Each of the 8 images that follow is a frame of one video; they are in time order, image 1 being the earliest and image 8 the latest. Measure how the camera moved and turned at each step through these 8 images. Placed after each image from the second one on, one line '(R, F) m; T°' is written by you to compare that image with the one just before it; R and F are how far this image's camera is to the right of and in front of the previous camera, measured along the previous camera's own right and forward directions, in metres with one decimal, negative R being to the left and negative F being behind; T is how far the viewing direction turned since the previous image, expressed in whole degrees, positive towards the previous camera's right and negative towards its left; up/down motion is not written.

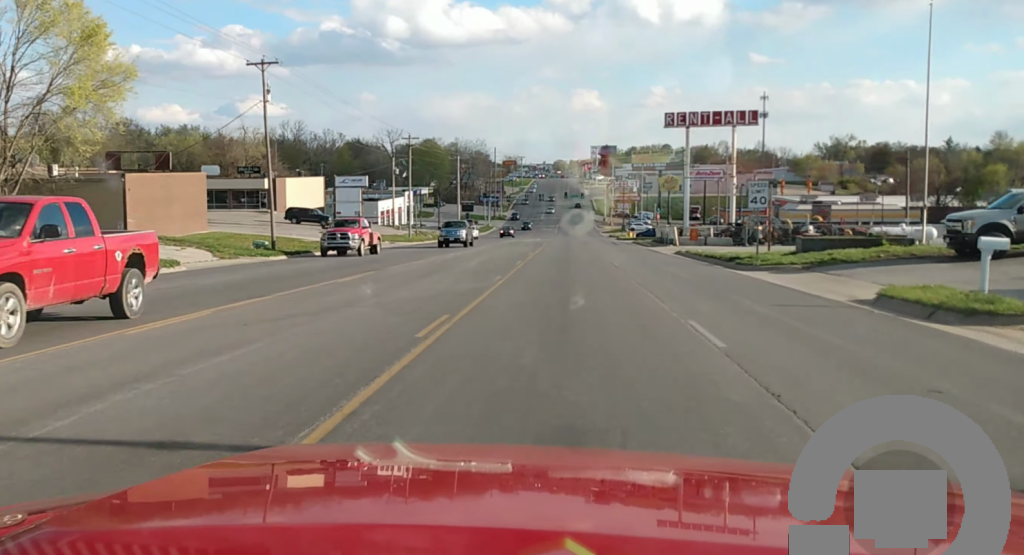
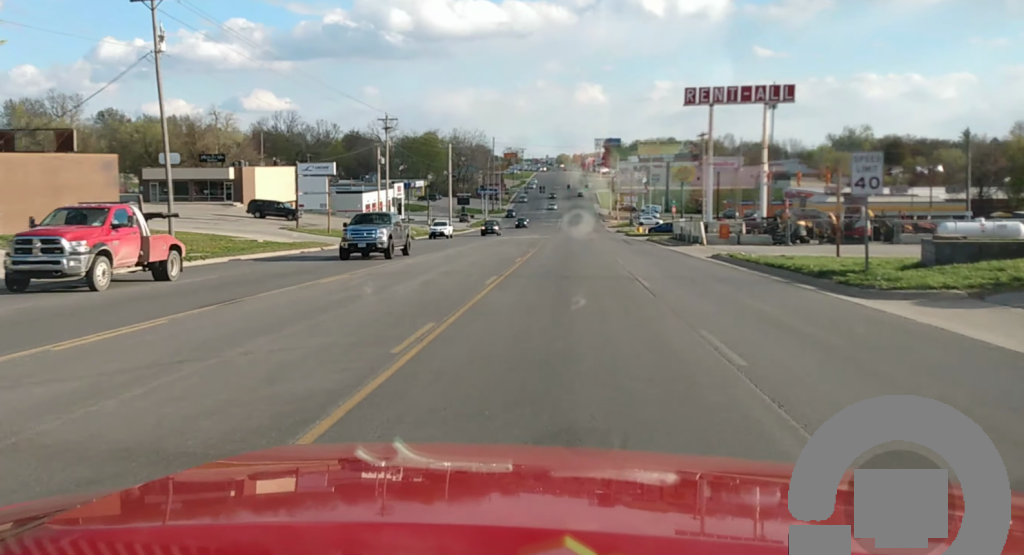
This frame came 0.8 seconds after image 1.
(+0.1, +13.6) m; +2°
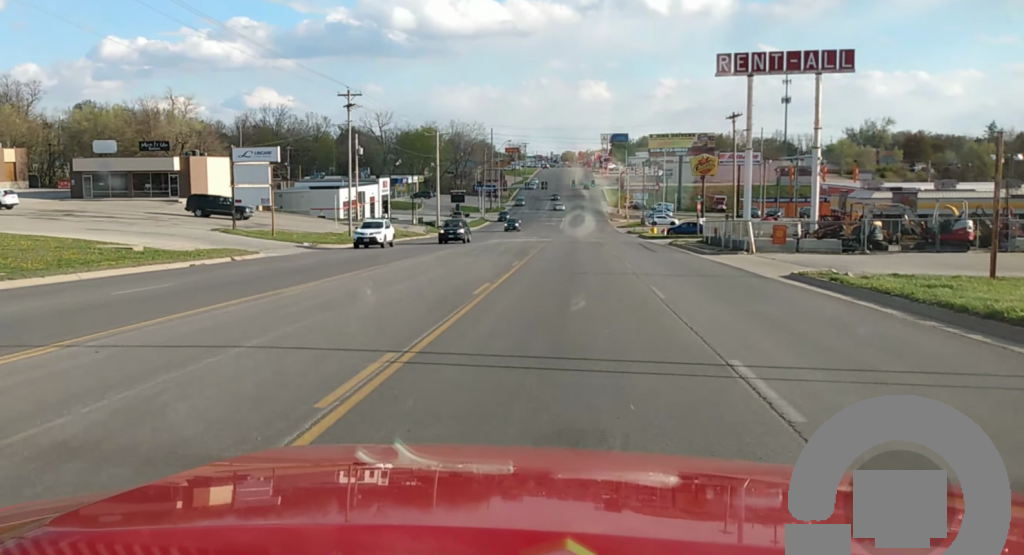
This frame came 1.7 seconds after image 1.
(+0.4, +15.5) m; +1°
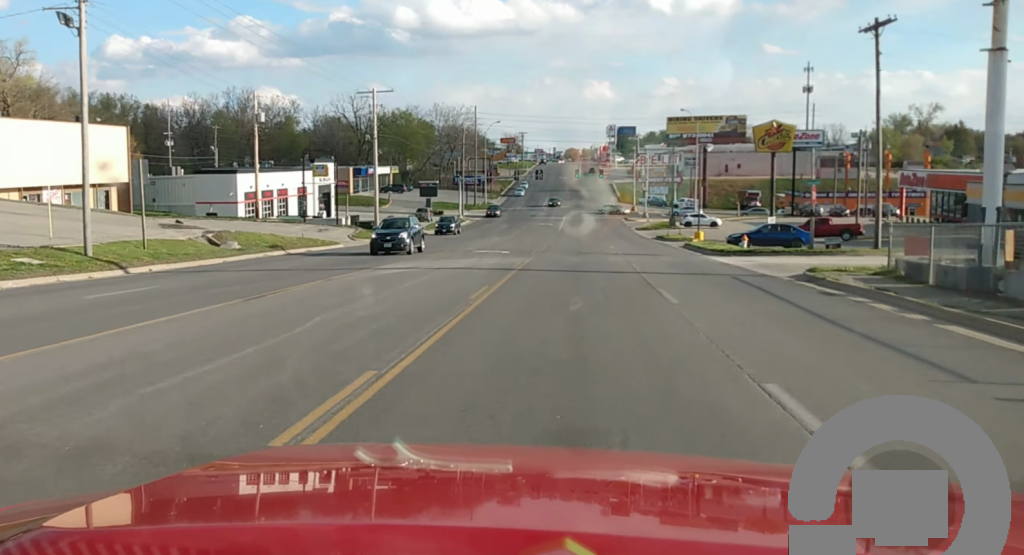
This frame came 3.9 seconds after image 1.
(-0.7, +37.4) m; -5°
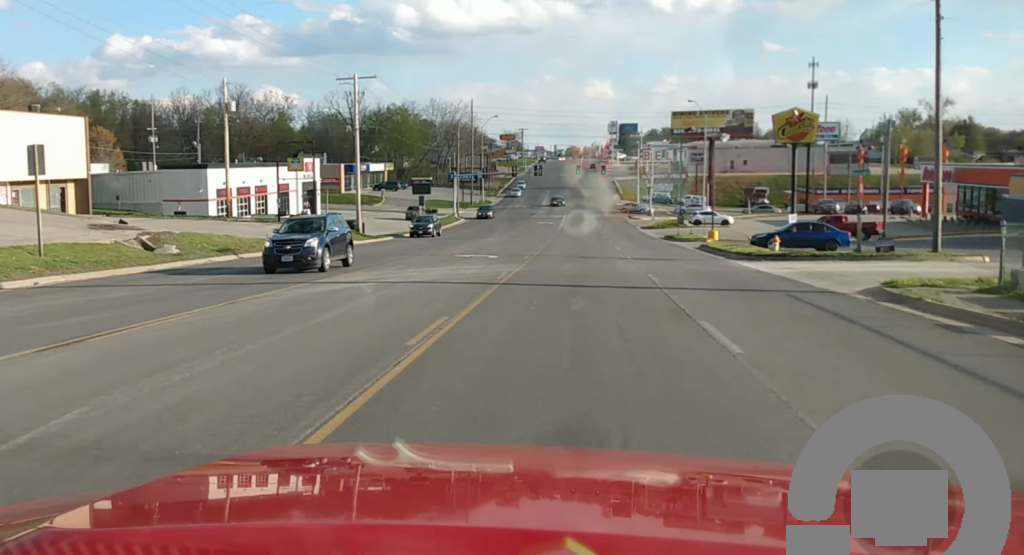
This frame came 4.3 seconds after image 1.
(-0.1, +7.3) m; -1°
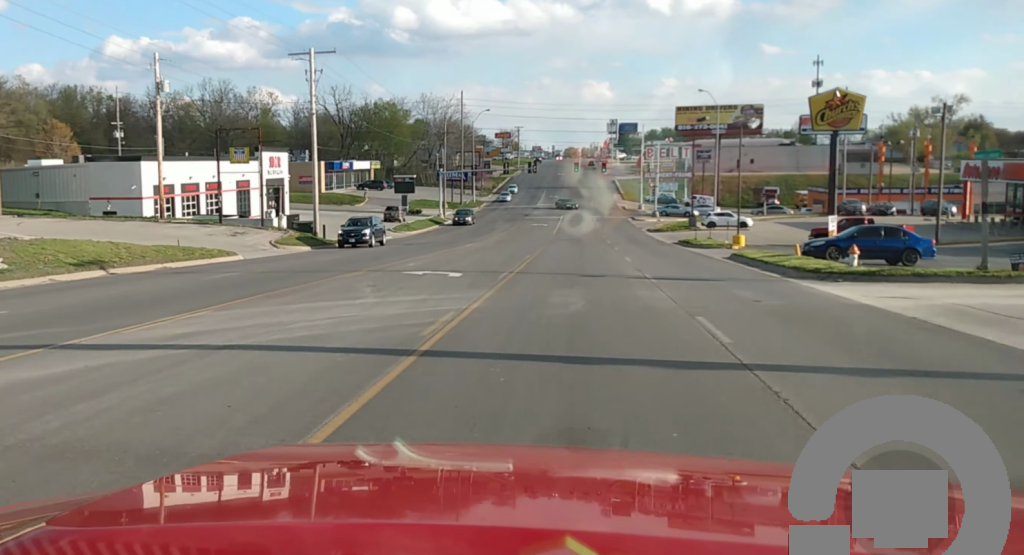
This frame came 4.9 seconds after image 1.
(-0.7, +11.0) m; 0°
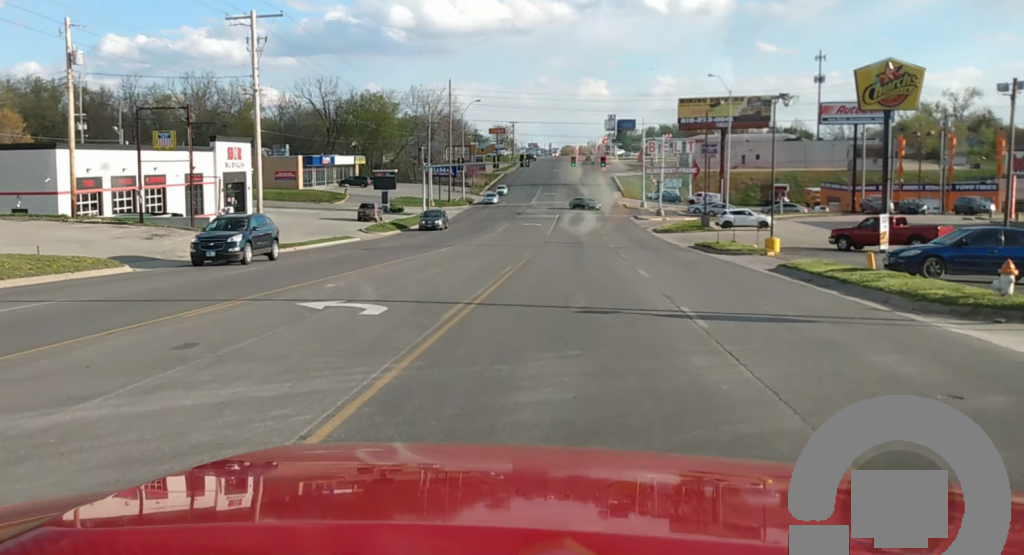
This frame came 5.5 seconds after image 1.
(+0.2, +9.9) m; +1°
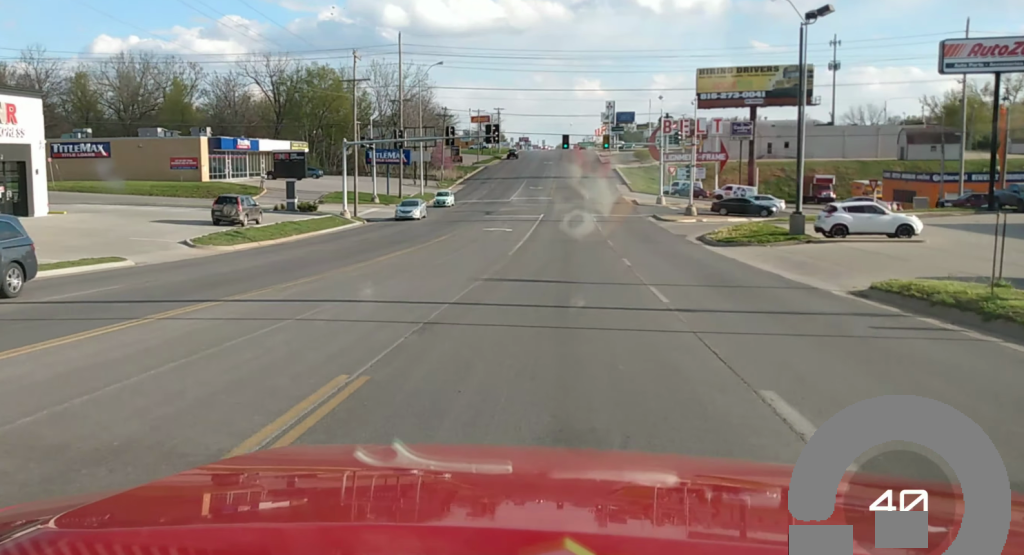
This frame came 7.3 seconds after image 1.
(+1.0, +31.9) m; +3°
